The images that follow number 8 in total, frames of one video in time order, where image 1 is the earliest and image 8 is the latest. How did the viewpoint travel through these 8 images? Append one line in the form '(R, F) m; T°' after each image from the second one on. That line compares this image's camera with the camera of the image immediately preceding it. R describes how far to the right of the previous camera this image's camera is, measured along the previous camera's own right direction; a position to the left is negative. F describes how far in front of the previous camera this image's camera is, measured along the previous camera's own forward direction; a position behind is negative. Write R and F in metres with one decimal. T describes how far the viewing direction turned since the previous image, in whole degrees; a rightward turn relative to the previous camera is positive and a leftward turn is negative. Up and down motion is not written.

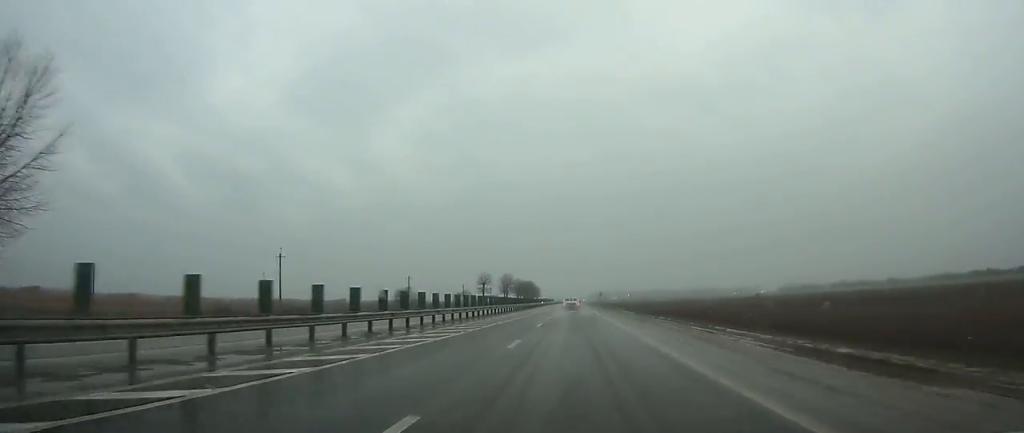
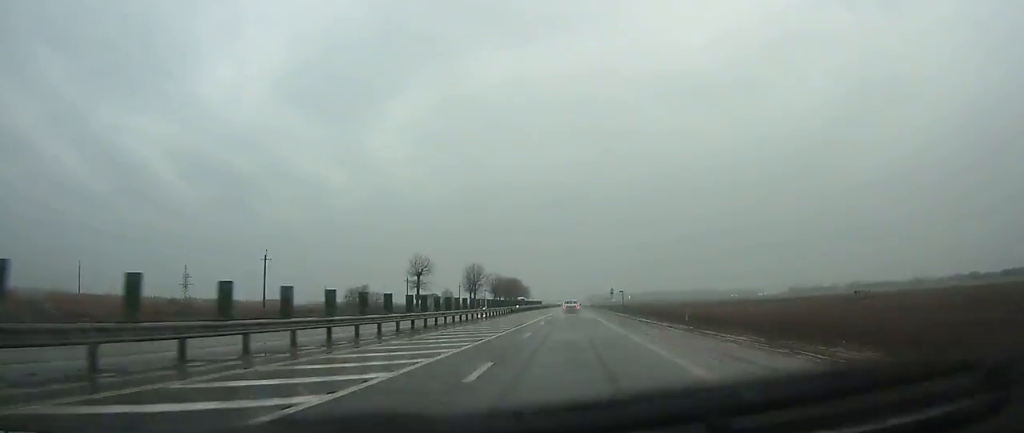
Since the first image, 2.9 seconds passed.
(+0.1, +65.6) m; +1°
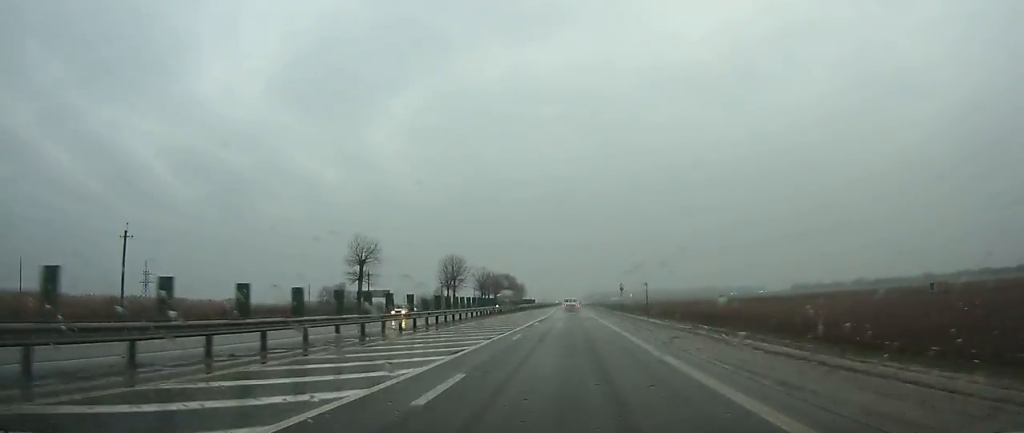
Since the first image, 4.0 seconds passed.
(+0.1, +25.9) m; 0°
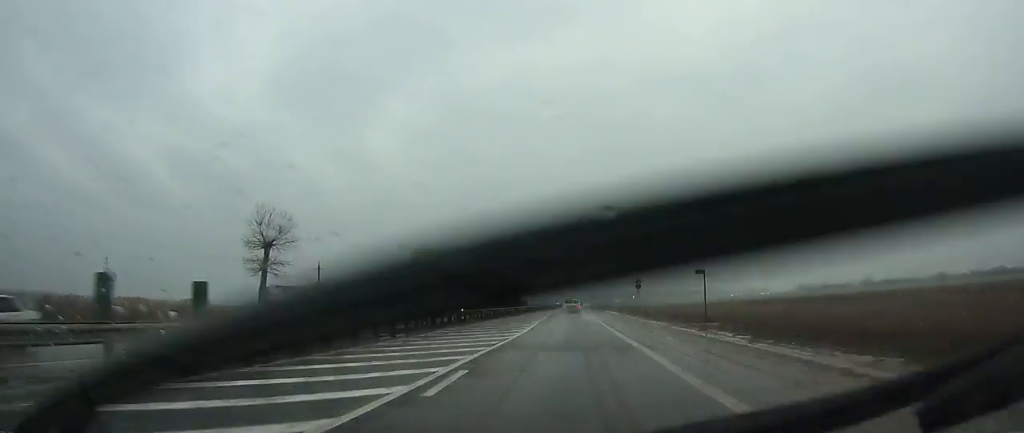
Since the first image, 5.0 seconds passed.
(0.0, +22.8) m; 0°
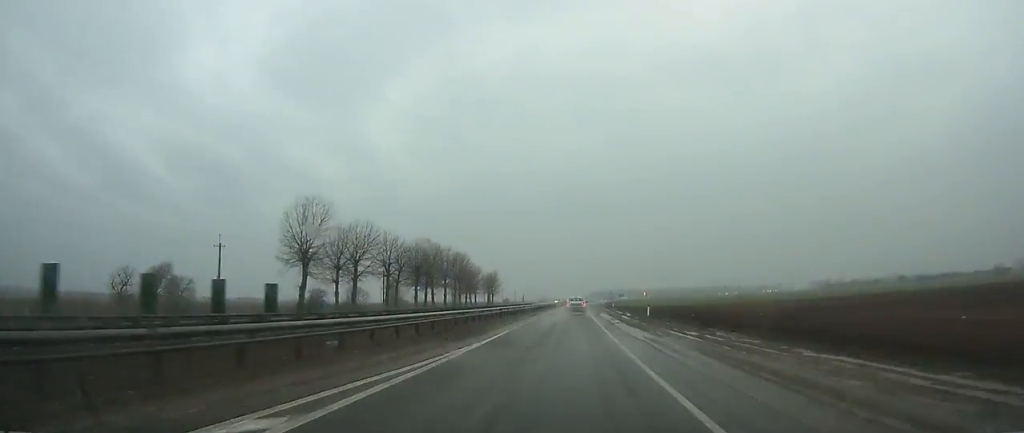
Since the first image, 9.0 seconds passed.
(-0.2, +89.8) m; 0°
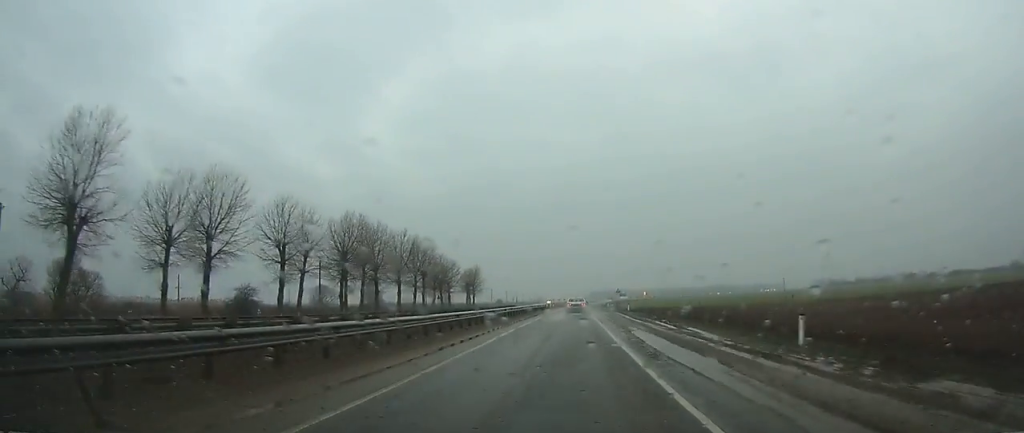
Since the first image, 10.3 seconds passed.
(+0.1, +29.3) m; 0°
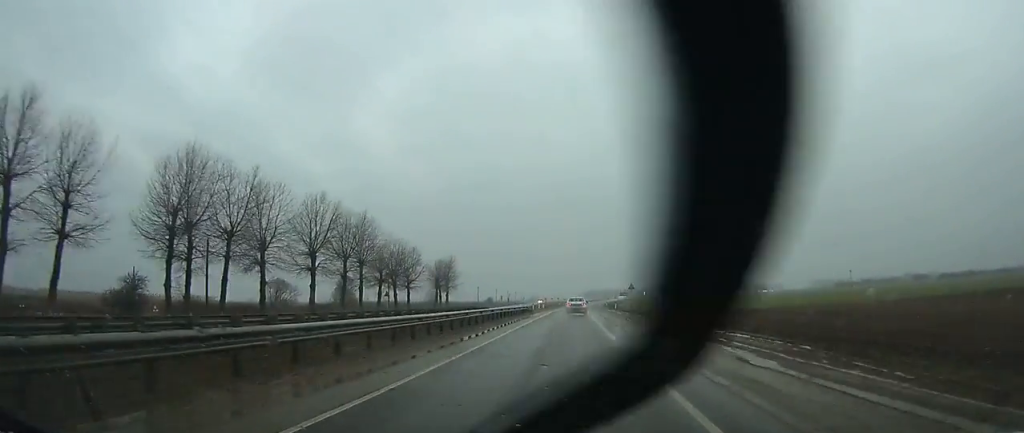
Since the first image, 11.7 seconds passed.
(+0.1, +29.1) m; 0°
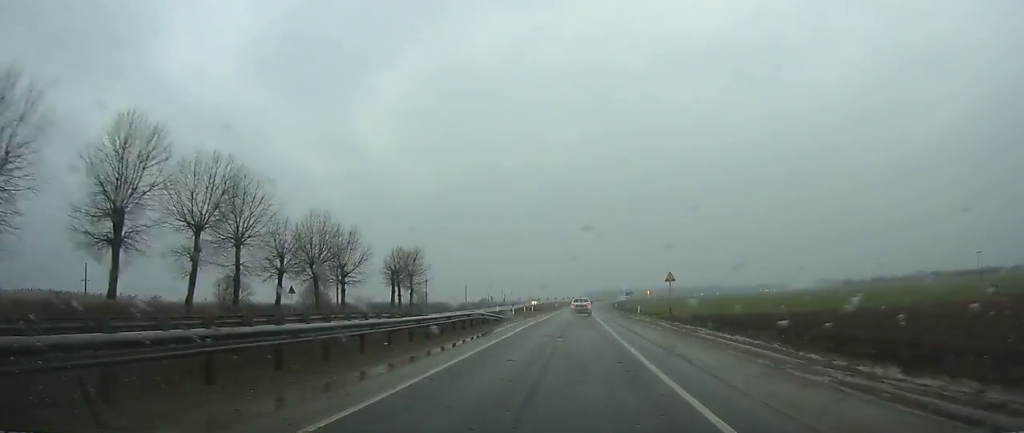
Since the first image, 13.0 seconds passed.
(0.0, +29.0) m; 0°
